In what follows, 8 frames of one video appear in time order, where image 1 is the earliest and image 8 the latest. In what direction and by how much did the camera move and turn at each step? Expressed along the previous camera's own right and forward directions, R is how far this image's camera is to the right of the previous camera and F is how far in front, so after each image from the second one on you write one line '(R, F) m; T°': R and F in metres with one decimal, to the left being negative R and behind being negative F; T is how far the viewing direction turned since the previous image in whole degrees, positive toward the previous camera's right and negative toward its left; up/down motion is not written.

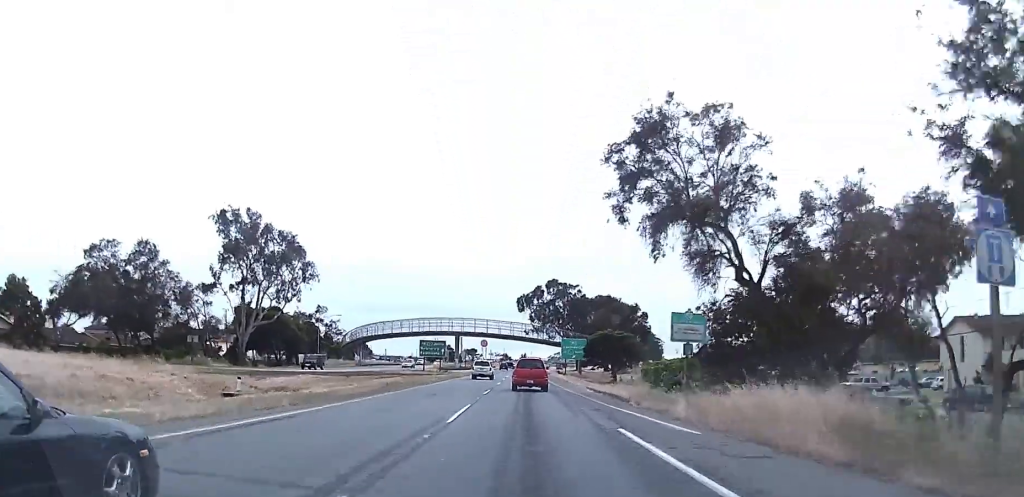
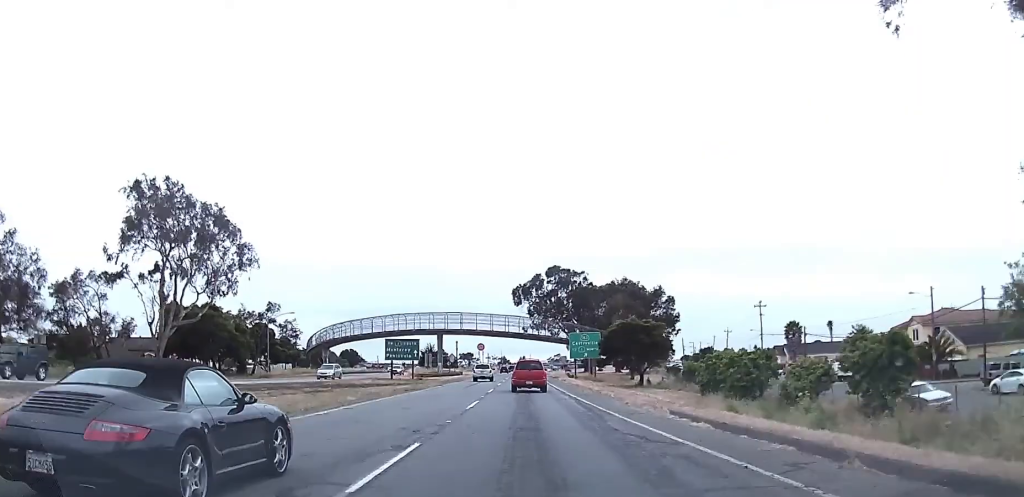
(+0.3, +25.2) m; +1°
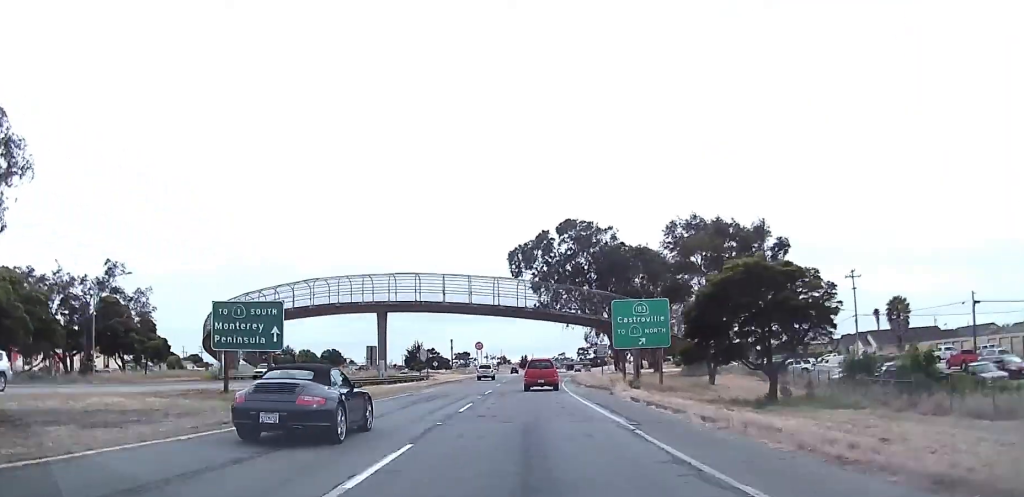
(0.0, +45.4) m; 0°
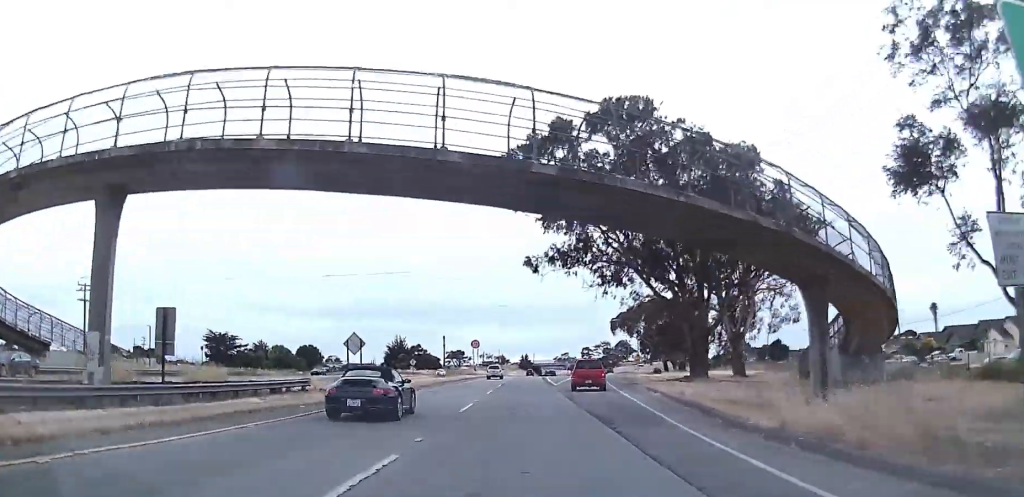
(-0.3, +44.4) m; -1°
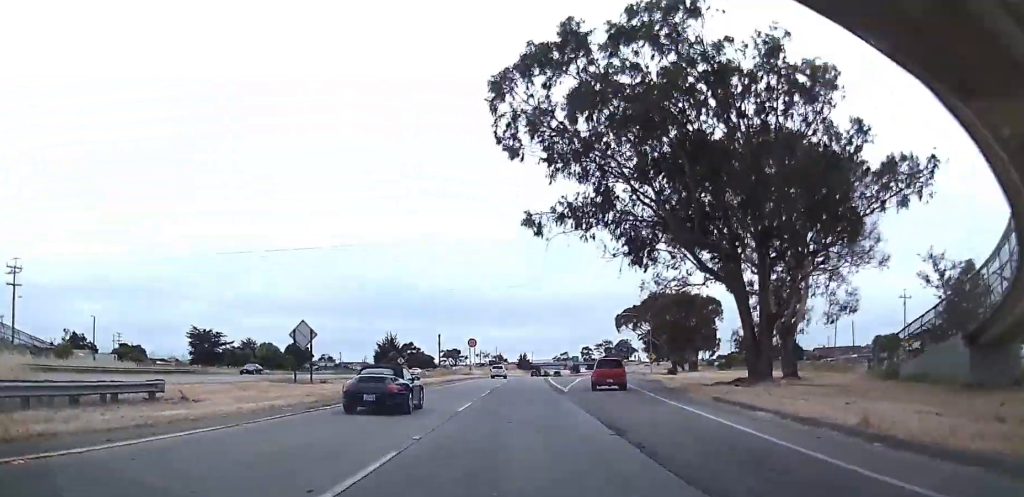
(-0.1, +14.5) m; 0°
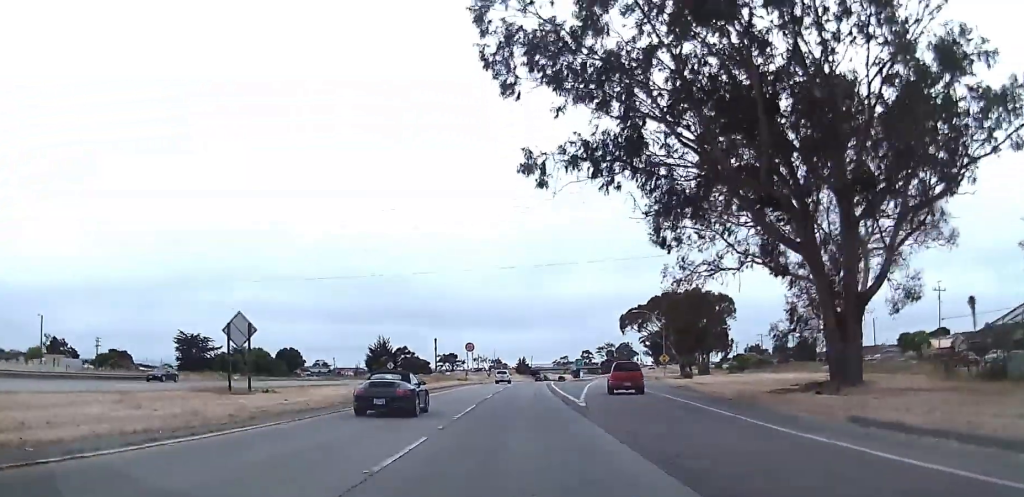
(0.0, +11.2) m; +1°
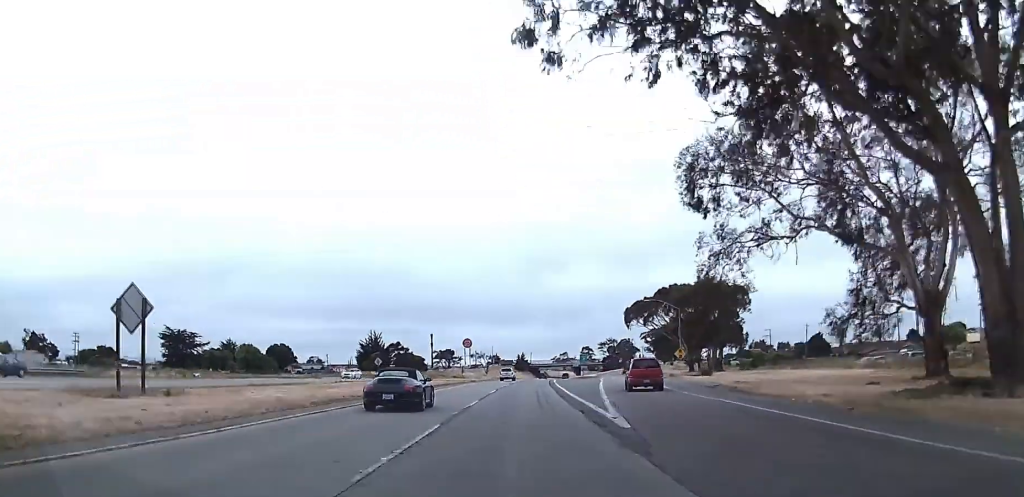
(-0.1, +11.2) m; +1°
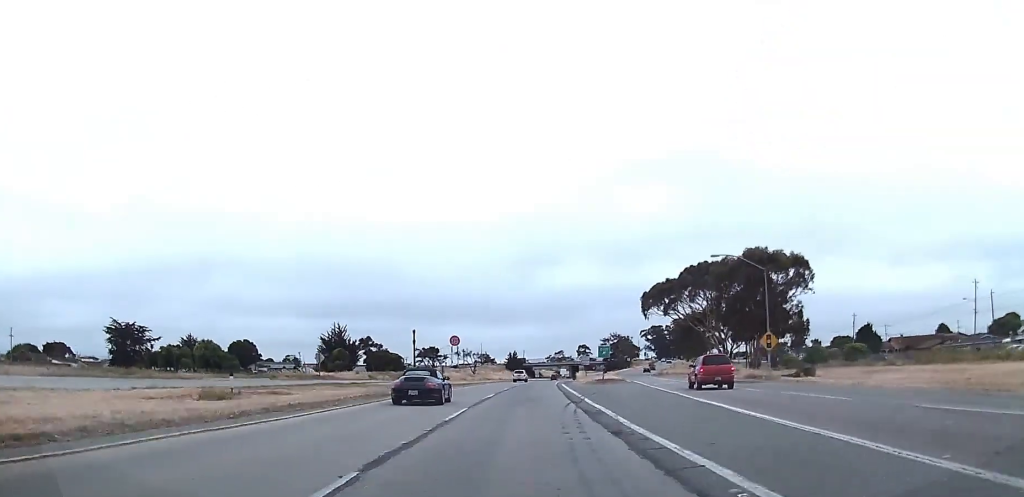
(+0.6, +34.9) m; +1°
